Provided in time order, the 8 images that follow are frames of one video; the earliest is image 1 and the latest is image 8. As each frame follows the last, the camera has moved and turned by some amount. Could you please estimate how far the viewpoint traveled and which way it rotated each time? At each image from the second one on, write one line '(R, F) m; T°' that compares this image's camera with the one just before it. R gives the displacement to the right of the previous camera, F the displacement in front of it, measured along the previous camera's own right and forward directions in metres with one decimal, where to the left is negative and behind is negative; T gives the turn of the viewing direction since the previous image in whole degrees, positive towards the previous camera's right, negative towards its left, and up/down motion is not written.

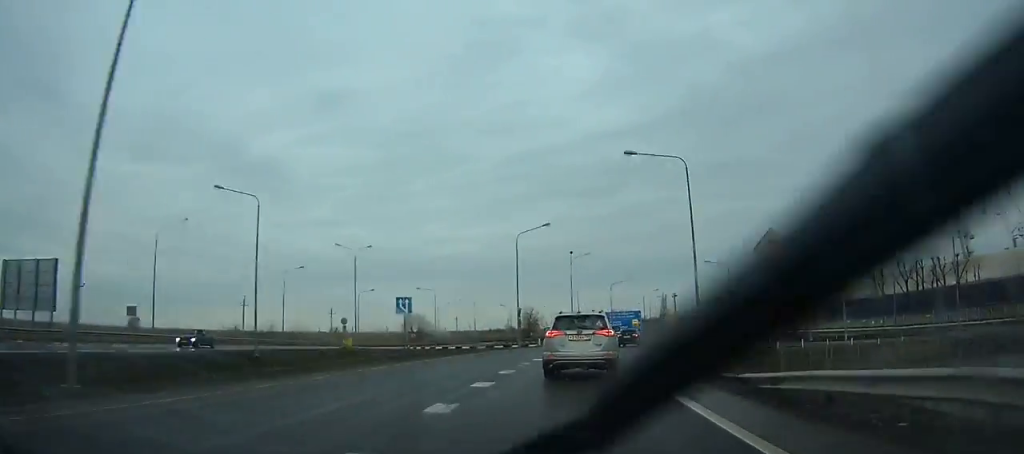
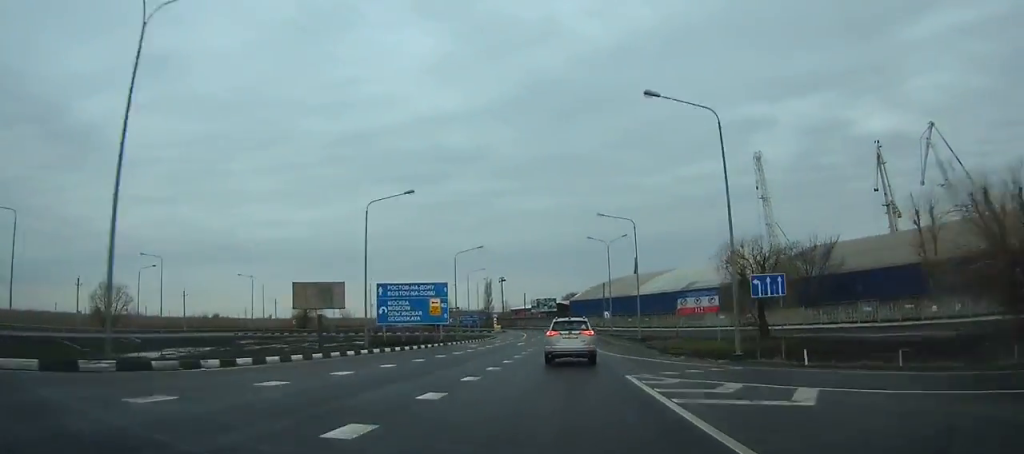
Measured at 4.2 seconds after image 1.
(+10.7, +63.7) m; +13°
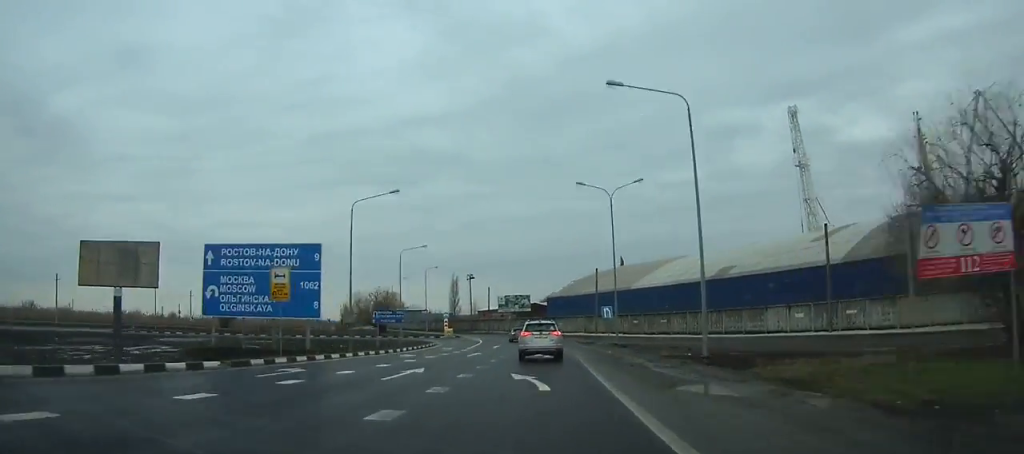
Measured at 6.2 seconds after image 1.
(+0.4, +31.2) m; -2°
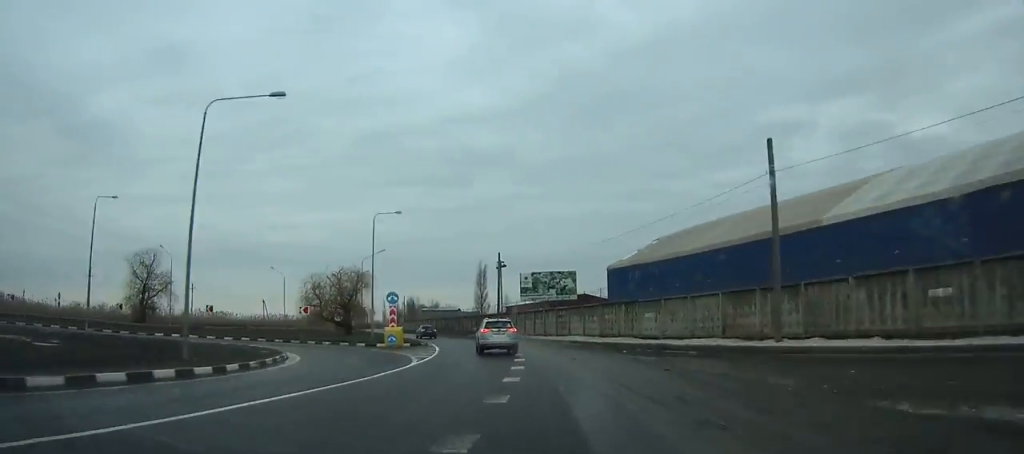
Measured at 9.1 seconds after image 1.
(-2.1, +45.6) m; -9°
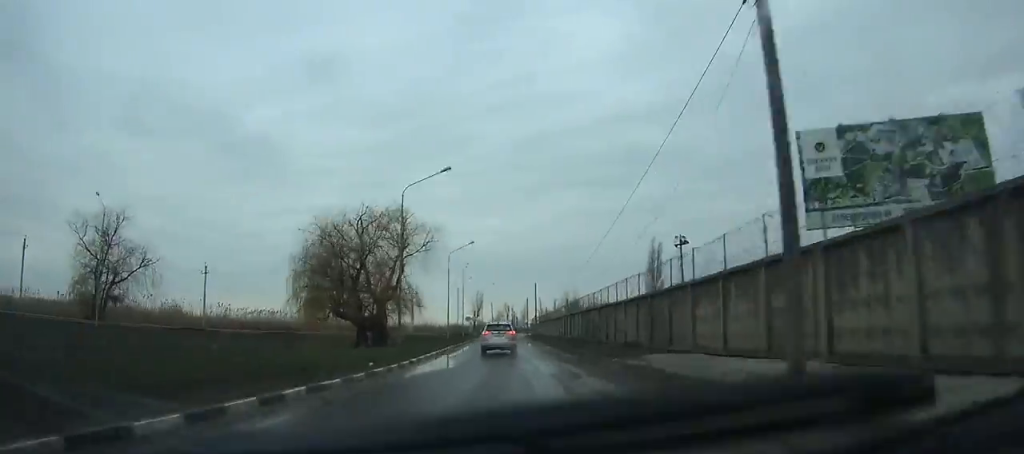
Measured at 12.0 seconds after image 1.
(-4.9, +46.2) m; -10°
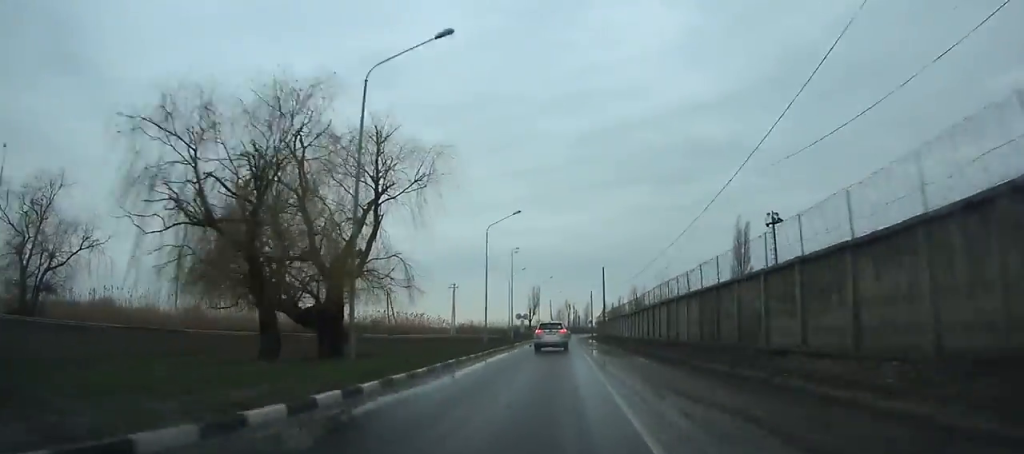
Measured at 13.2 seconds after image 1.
(-1.4, +19.6) m; -3°
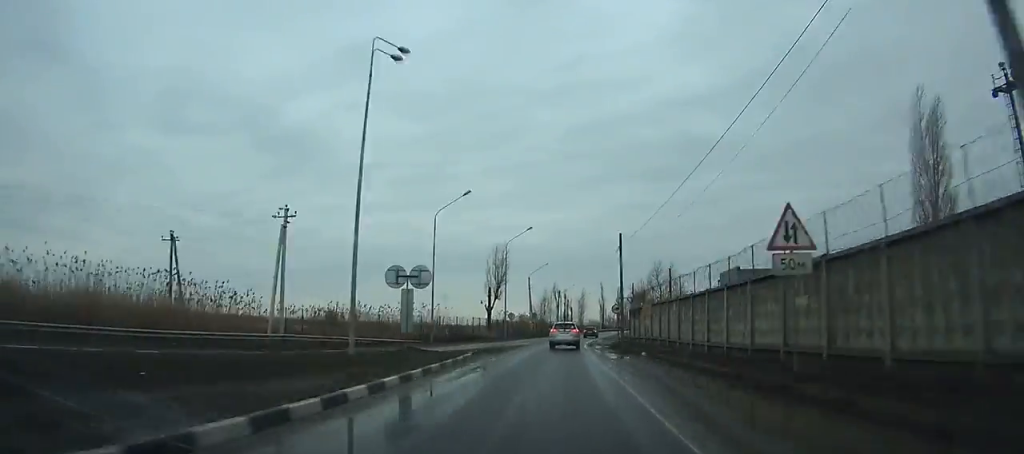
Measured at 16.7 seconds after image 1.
(-1.4, +59.5) m; +1°
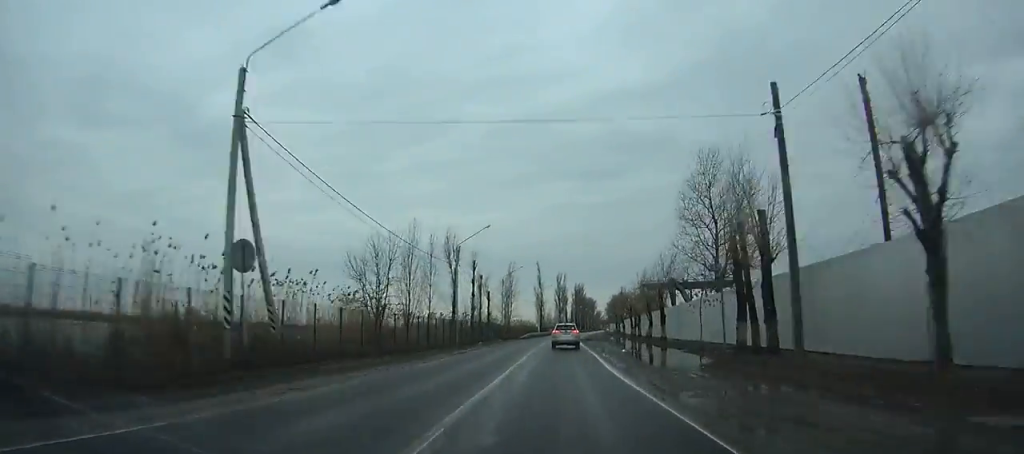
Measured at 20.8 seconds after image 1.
(+3.9, +74.3) m; +5°
